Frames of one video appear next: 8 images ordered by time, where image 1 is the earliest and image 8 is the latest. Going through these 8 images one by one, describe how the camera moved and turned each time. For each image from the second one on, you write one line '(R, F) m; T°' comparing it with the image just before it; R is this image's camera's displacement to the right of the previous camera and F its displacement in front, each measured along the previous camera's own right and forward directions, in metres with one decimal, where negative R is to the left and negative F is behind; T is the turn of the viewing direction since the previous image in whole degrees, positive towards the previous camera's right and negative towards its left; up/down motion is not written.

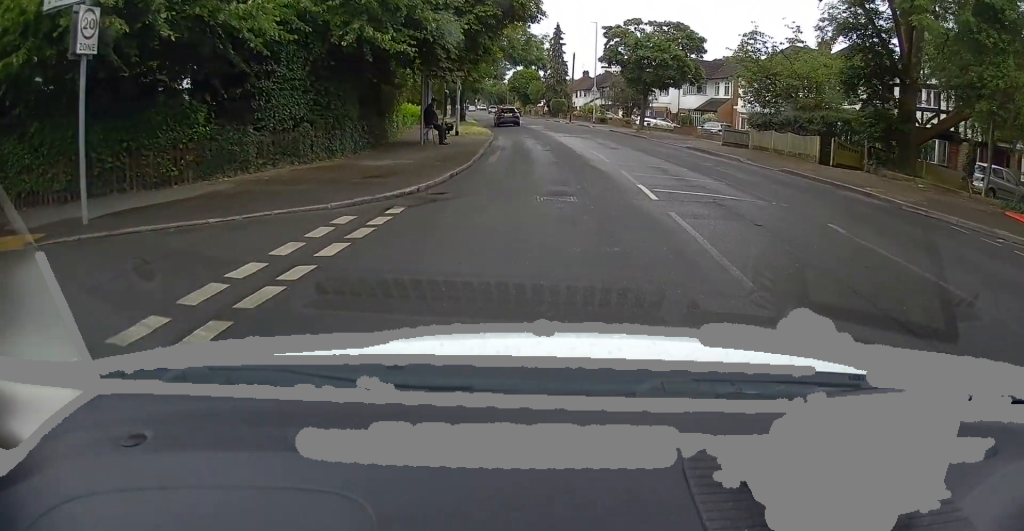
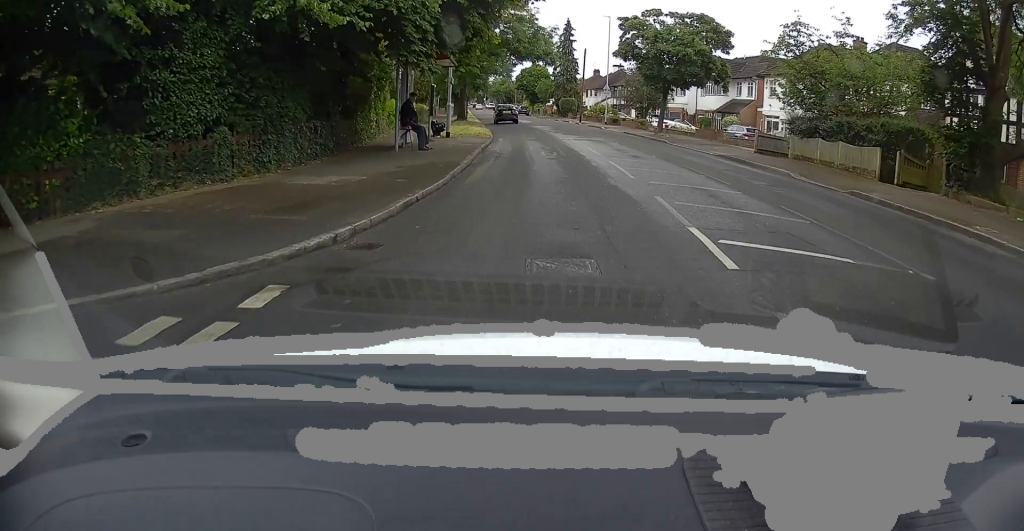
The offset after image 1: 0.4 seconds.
(0.0, +4.4) m; -1°
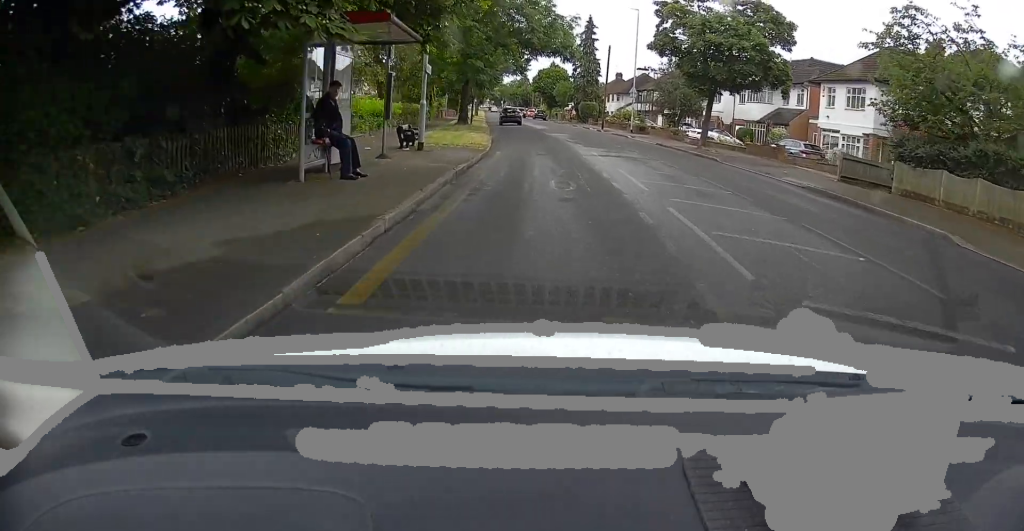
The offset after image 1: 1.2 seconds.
(+0.1, +8.1) m; -2°
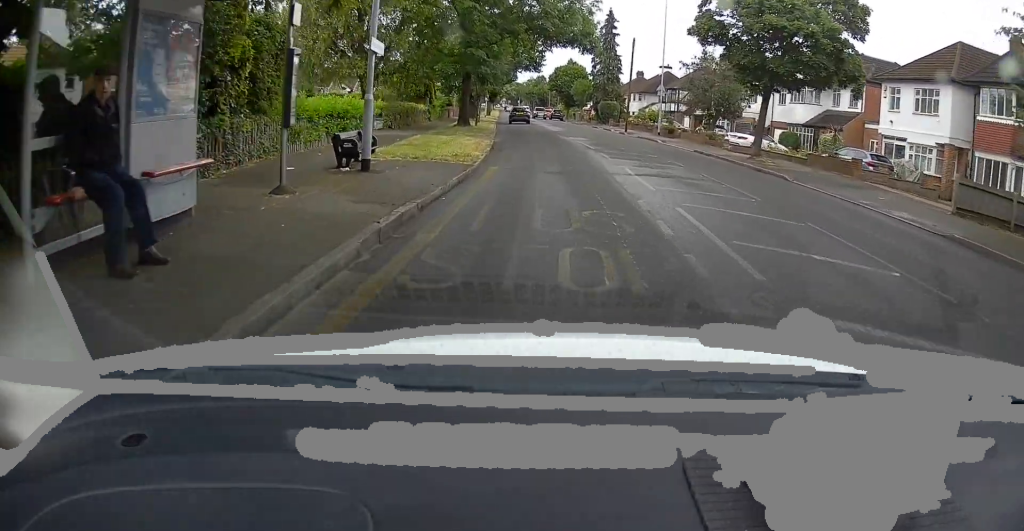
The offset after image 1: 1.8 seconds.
(-0.3, +6.3) m; -3°
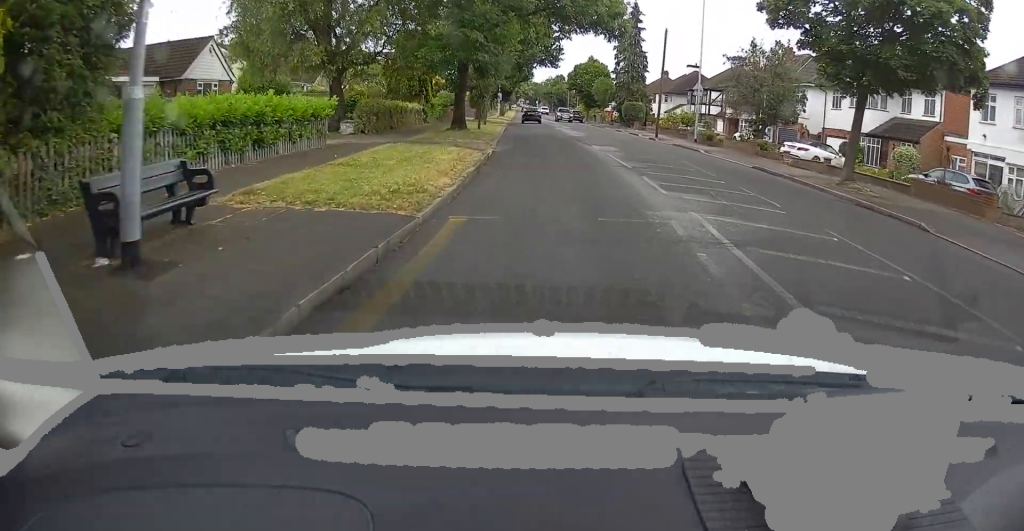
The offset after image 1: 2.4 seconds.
(-0.2, +7.2) m; -3°
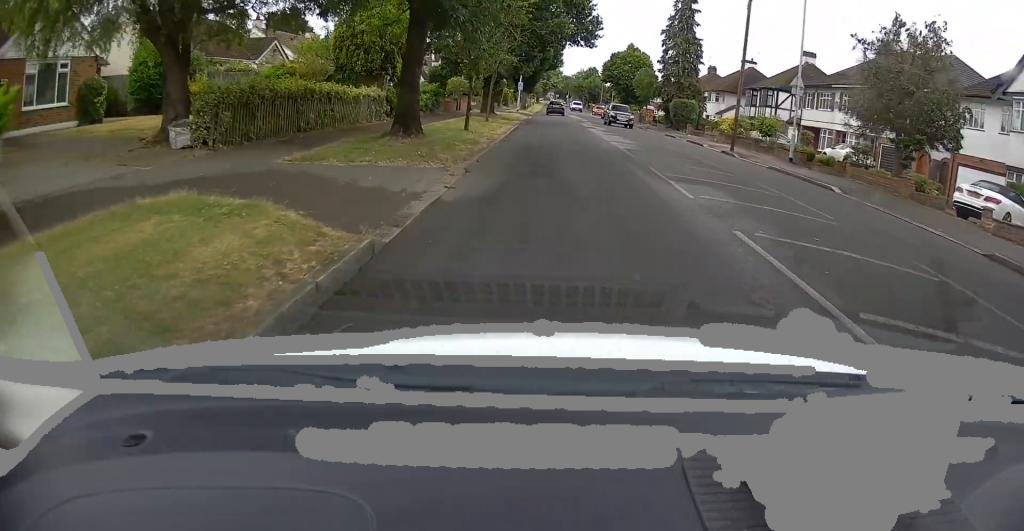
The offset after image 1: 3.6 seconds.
(-0.4, +13.2) m; -3°
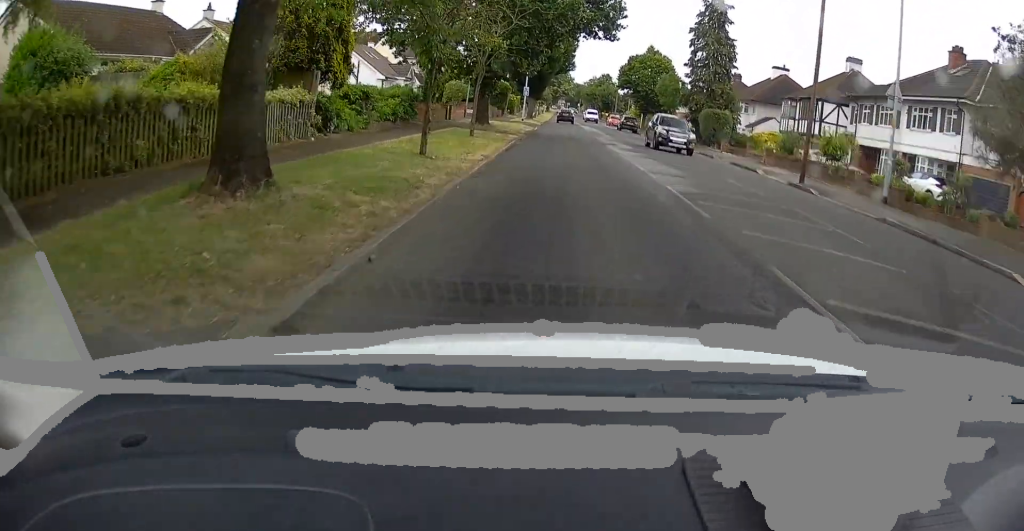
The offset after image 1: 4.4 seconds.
(0.0, +8.4) m; -1°
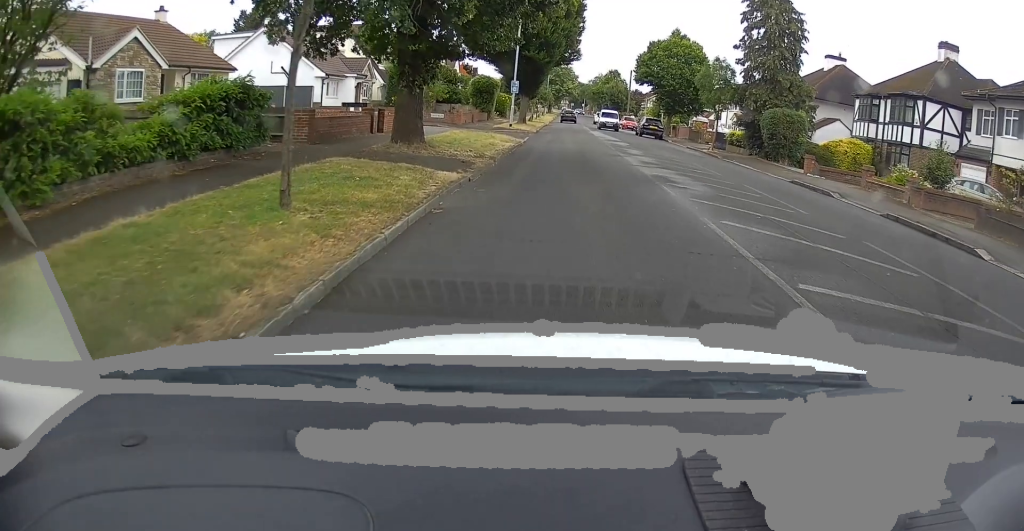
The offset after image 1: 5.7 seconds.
(-0.1, +14.8) m; +1°
